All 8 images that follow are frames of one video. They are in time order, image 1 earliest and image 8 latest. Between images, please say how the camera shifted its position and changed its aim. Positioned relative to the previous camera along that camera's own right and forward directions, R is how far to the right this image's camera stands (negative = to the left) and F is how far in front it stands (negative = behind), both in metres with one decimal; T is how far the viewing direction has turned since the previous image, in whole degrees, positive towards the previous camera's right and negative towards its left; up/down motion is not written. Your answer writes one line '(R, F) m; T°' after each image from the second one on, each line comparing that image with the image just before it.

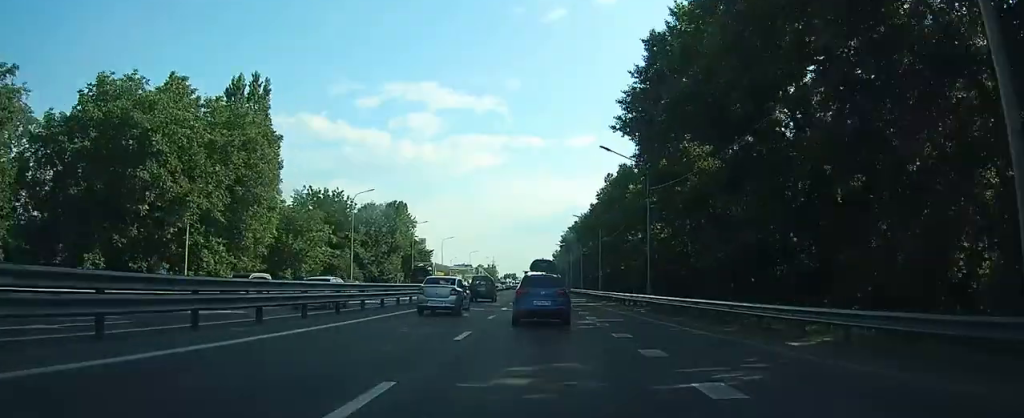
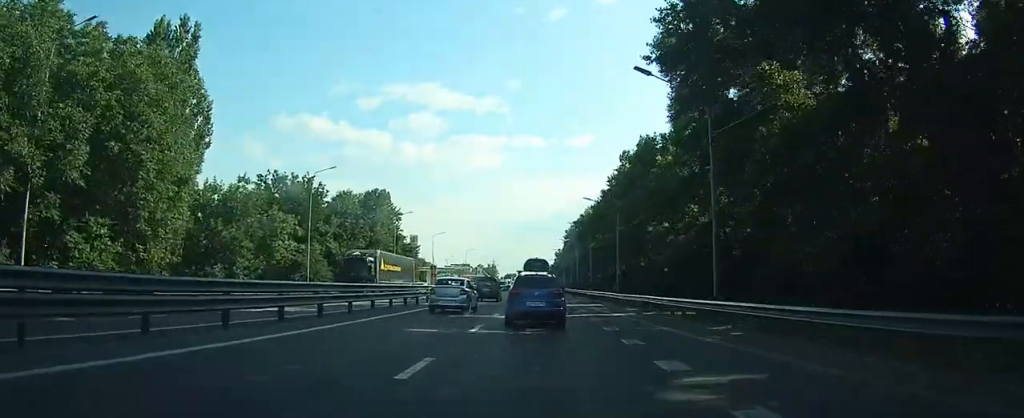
(+0.1, +13.7) m; +1°
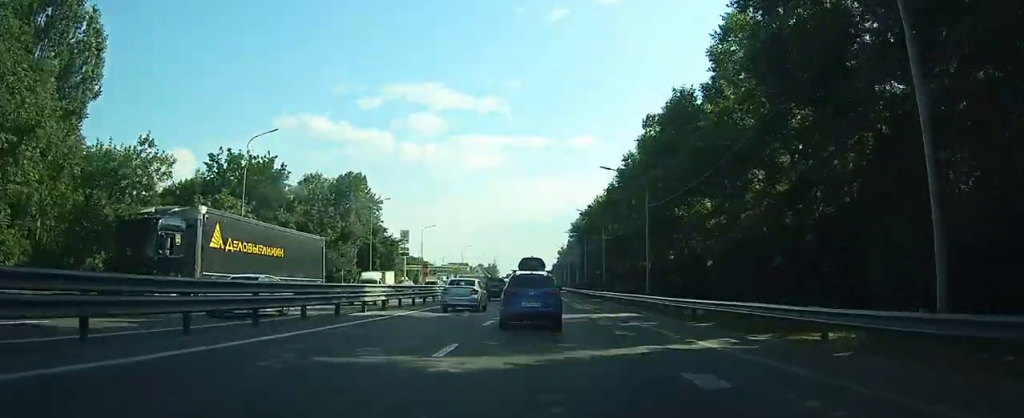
(0.0, +13.5) m; 0°
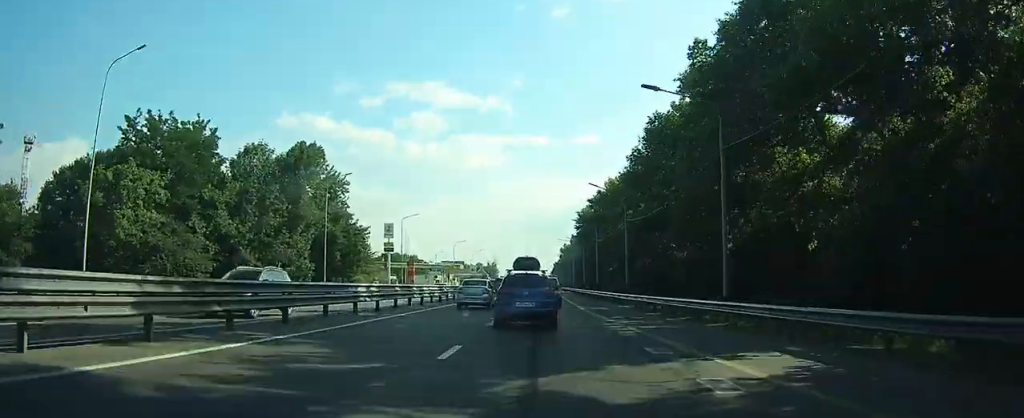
(0.0, +16.3) m; 0°
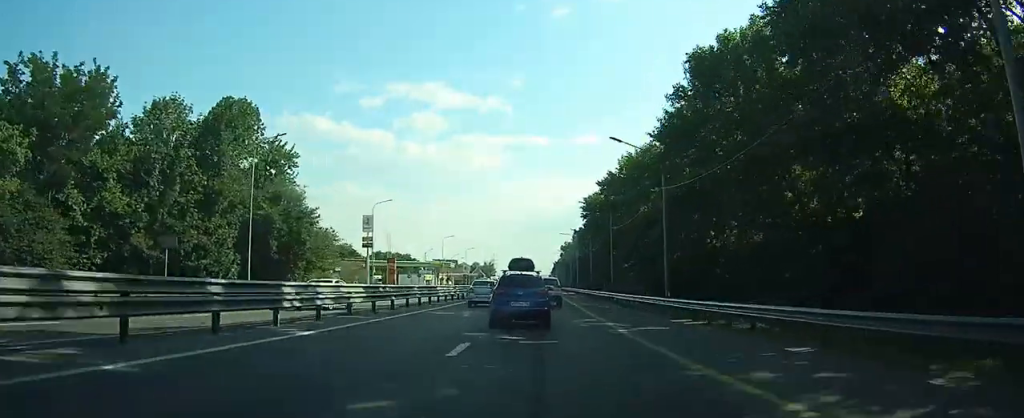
(-0.1, +15.7) m; -1°
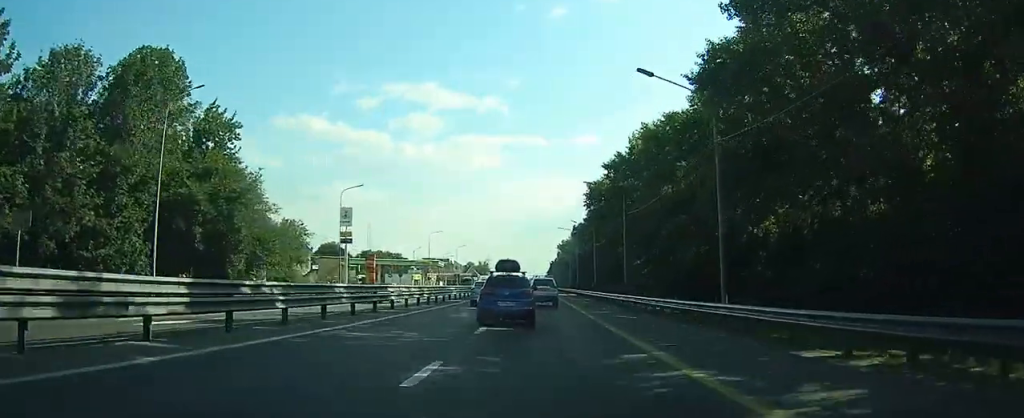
(0.0, +11.2) m; -1°
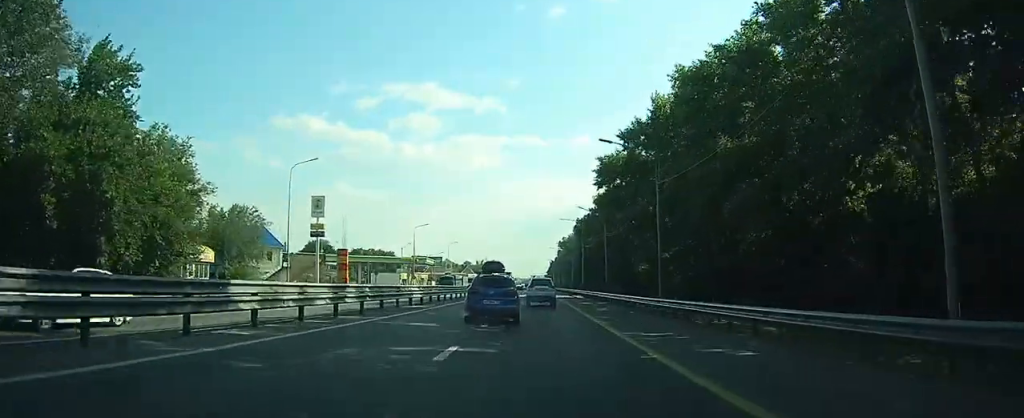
(-0.1, +13.5) m; -1°
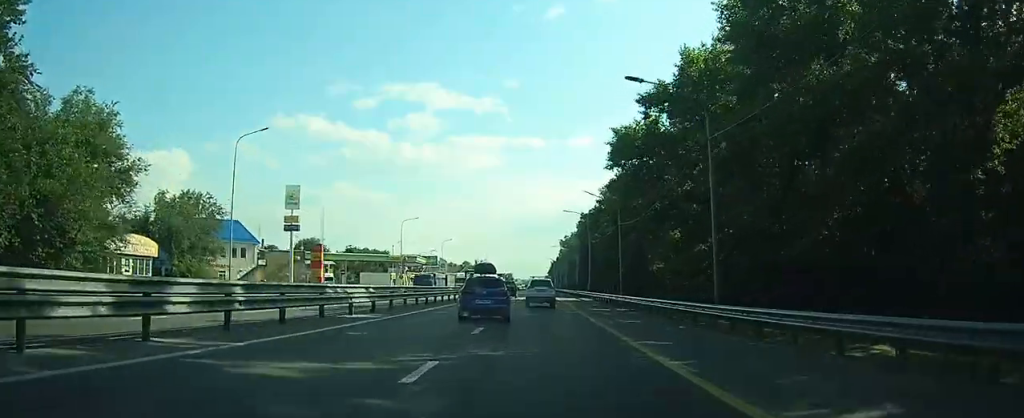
(0.0, +10.1) m; 0°
